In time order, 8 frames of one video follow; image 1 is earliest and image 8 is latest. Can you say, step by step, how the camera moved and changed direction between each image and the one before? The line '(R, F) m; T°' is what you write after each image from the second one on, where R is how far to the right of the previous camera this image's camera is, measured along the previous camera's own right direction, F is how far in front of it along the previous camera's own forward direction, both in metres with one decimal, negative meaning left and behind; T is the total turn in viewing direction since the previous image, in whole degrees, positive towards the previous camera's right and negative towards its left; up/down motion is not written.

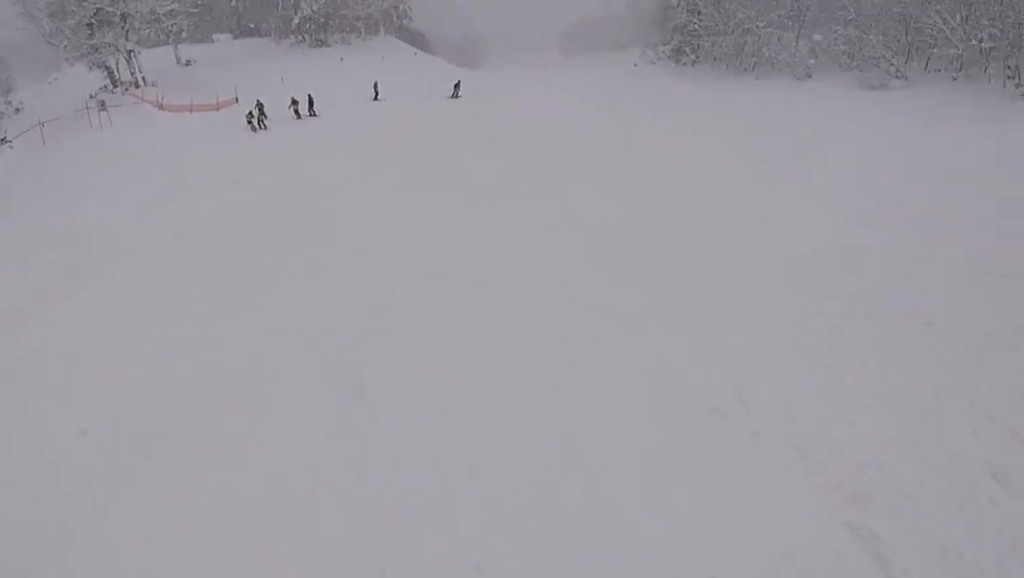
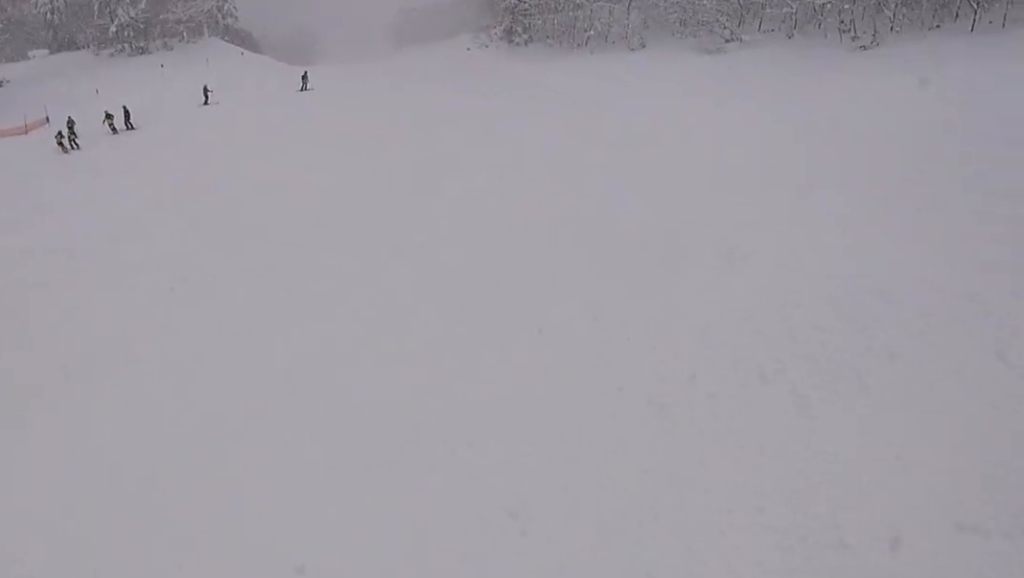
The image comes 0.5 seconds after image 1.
(+1.0, +2.2) m; +22°
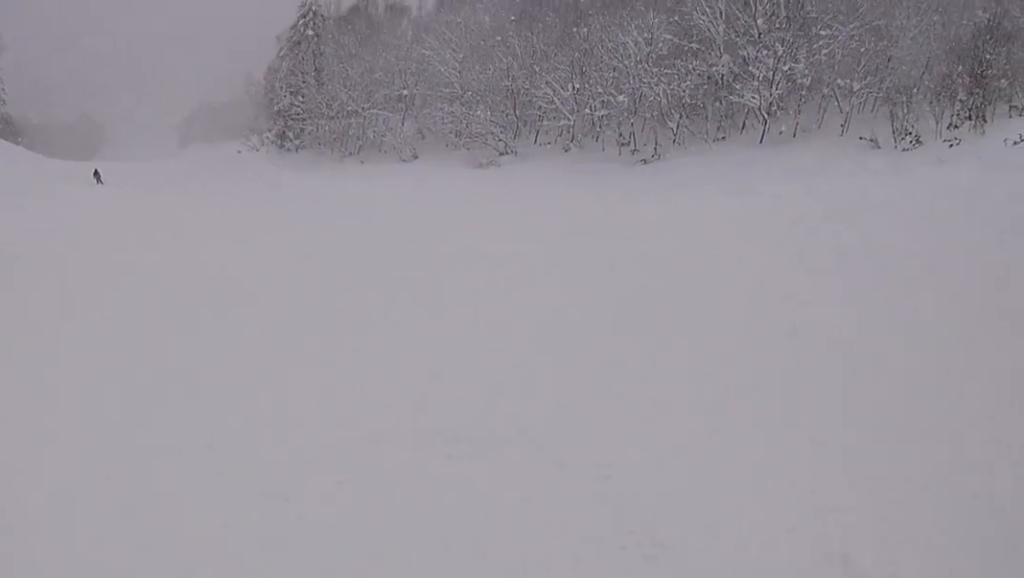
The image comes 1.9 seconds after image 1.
(+2.0, +6.2) m; +29°
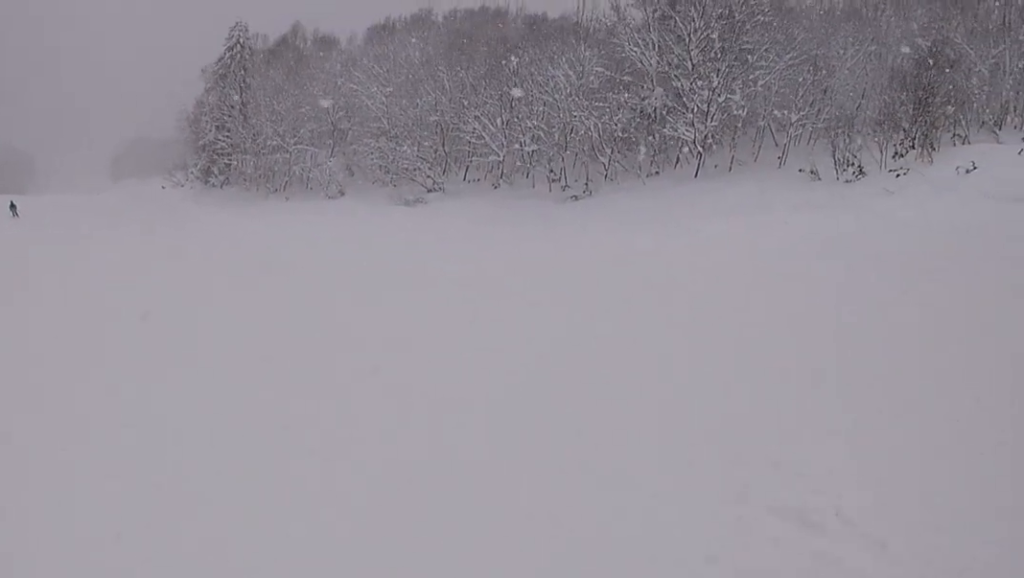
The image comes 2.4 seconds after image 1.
(+0.4, +2.6) m; +1°
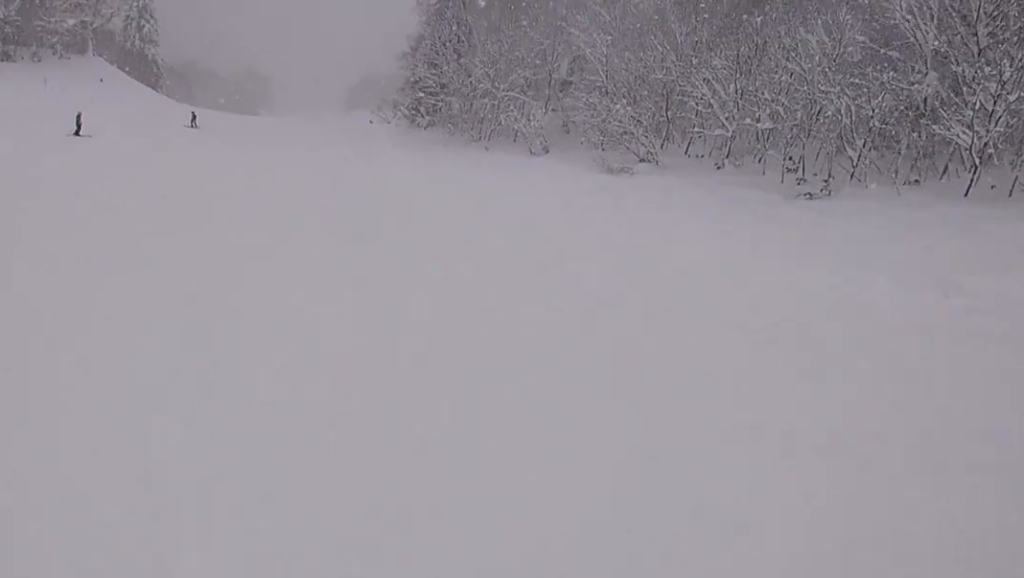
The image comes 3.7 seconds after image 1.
(-0.2, +6.5) m; -16°
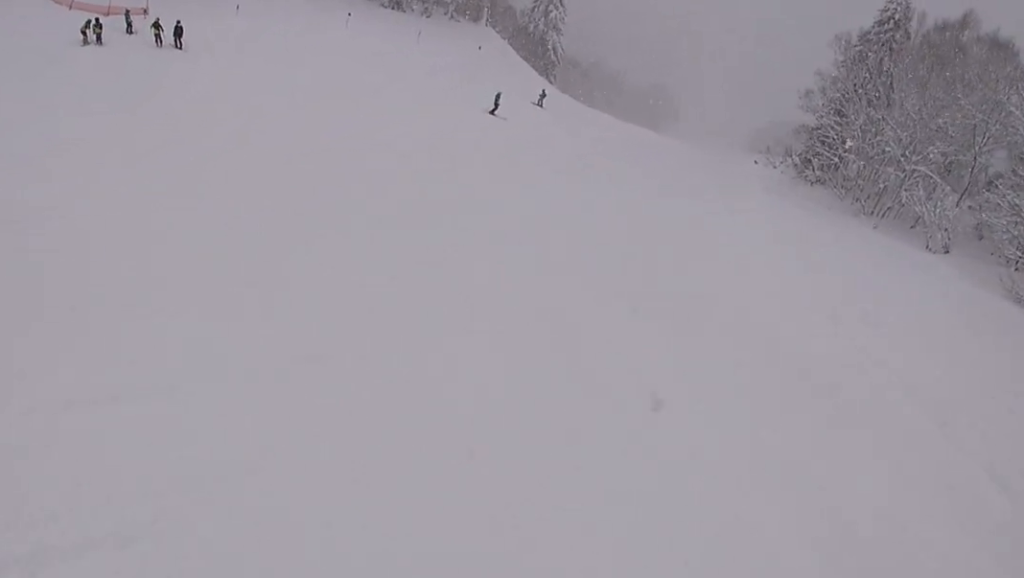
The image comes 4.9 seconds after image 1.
(-1.8, +6.1) m; -37°
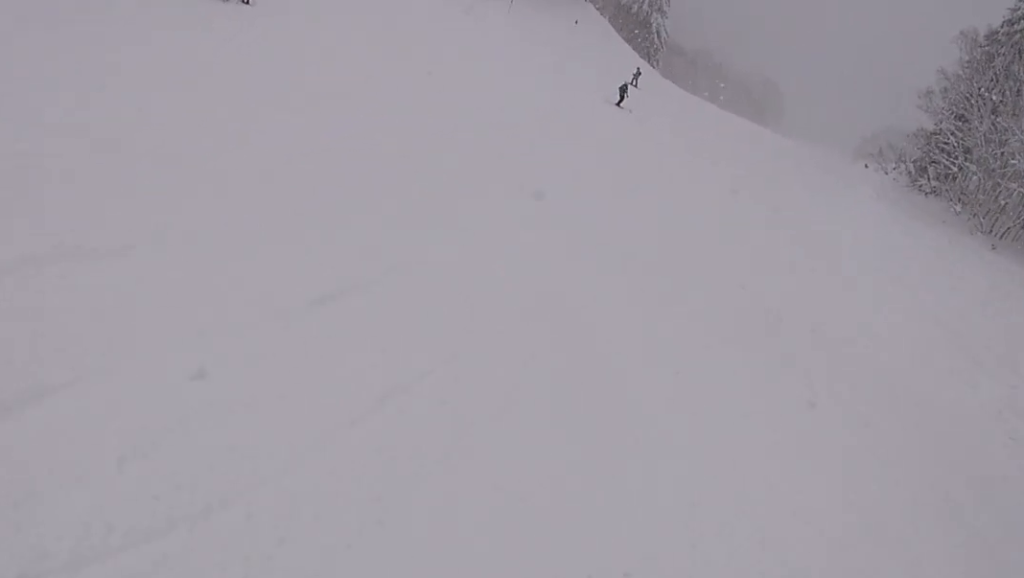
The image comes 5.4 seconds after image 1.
(-0.6, +2.3) m; -13°
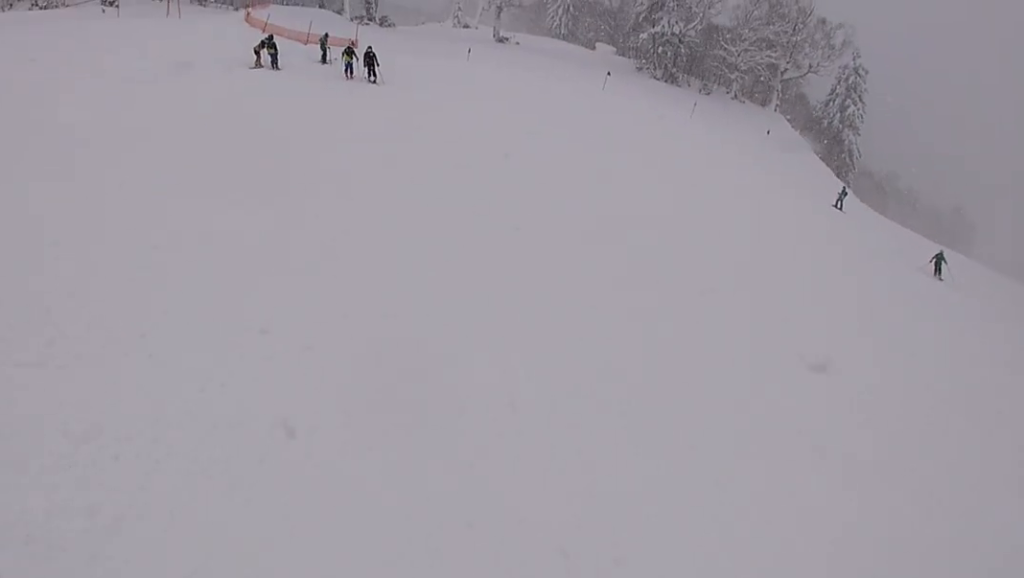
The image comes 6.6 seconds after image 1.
(-1.9, +6.8) m; -24°
